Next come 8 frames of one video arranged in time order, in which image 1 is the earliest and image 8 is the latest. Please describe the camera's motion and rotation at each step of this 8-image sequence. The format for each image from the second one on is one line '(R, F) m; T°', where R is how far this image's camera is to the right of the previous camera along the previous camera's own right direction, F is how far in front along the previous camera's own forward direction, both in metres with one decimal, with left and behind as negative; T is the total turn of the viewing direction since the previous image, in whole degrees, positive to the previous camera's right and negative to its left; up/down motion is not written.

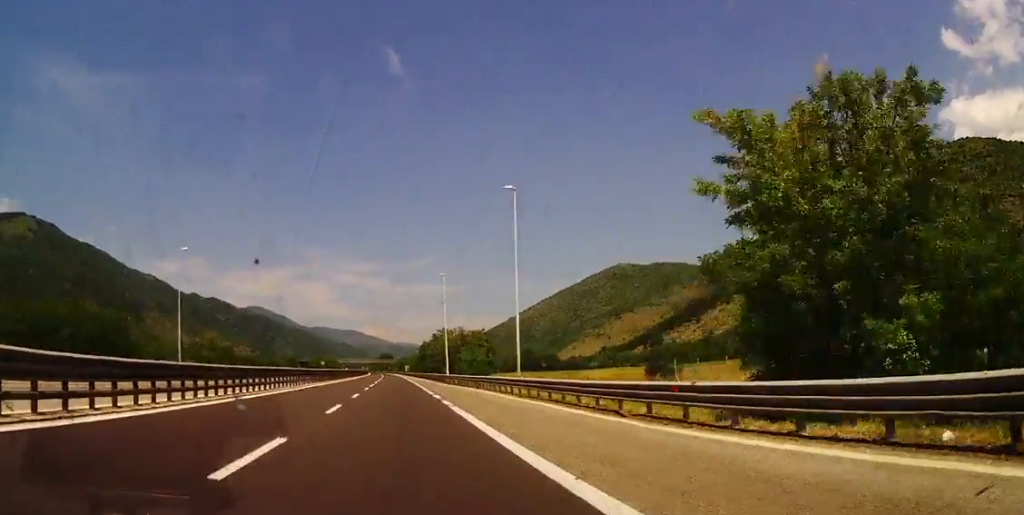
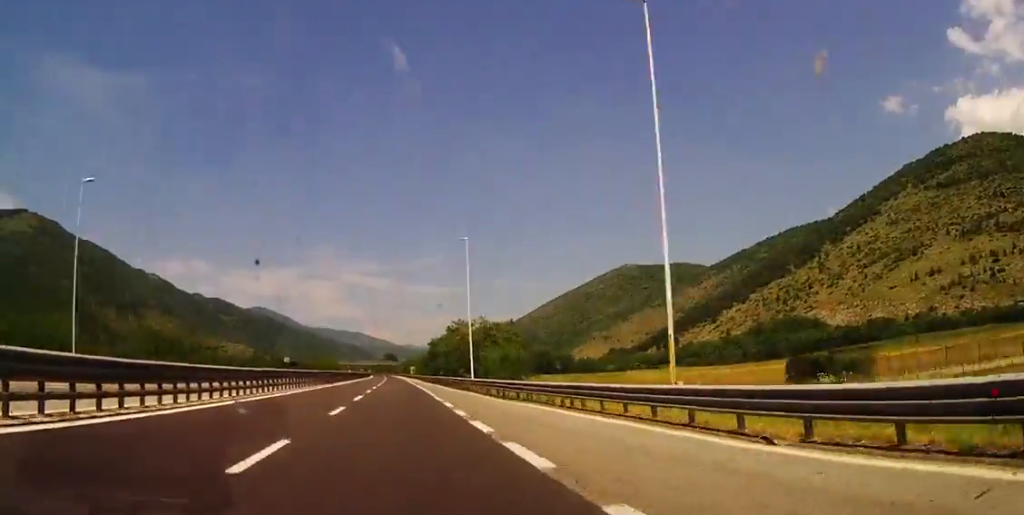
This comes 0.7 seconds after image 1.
(0.0, +22.2) m; 0°
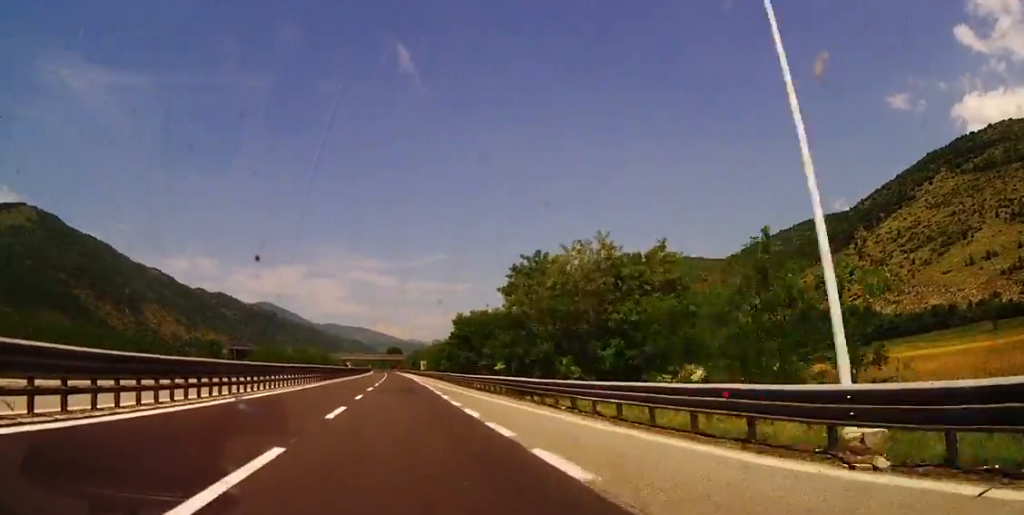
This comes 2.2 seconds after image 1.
(-0.2, +48.1) m; -2°
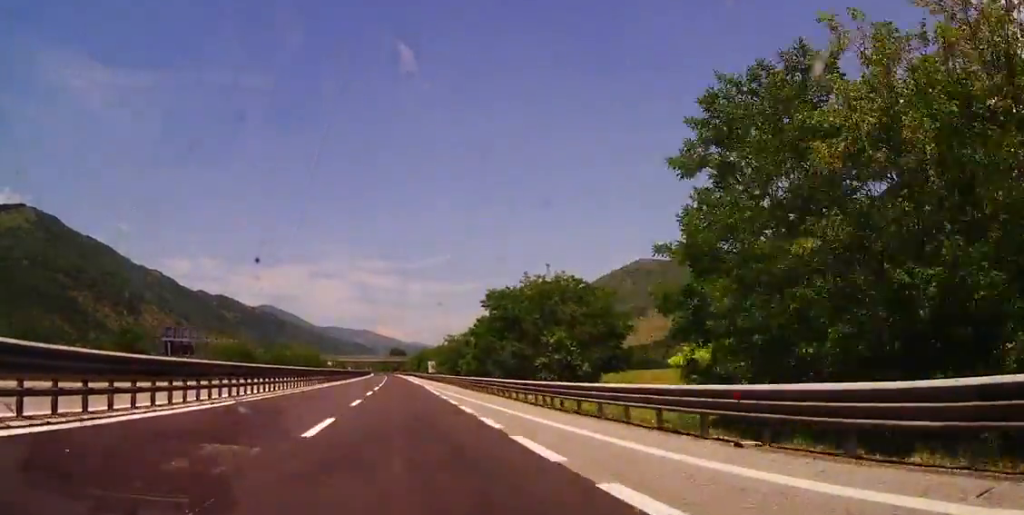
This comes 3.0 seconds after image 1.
(-0.2, +27.0) m; 0°
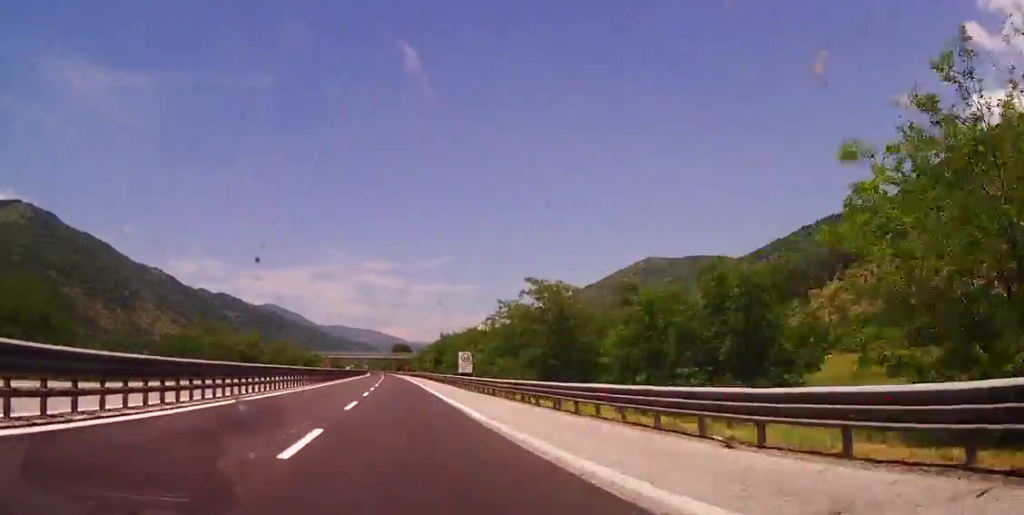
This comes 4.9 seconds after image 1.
(-0.1, +59.8) m; 0°
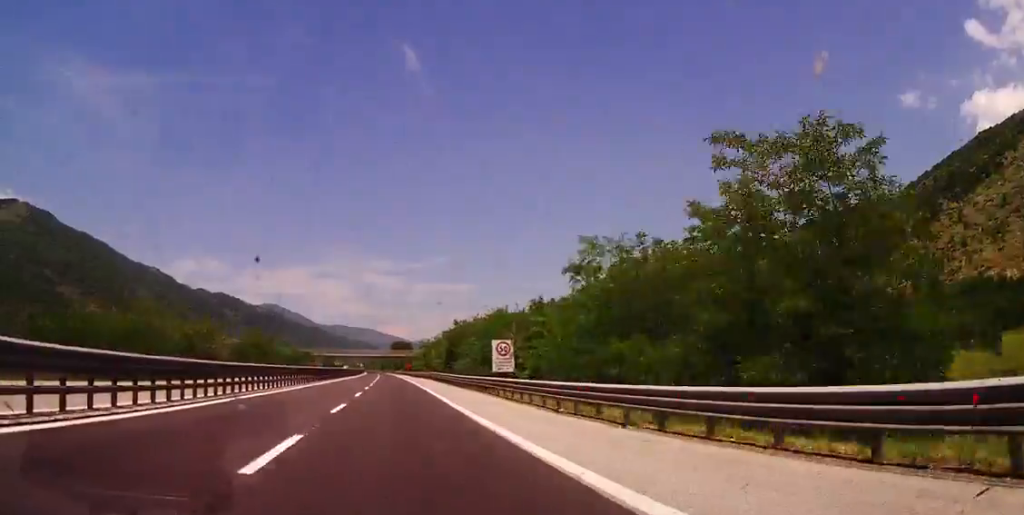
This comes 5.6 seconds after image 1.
(+0.1, +25.2) m; 0°
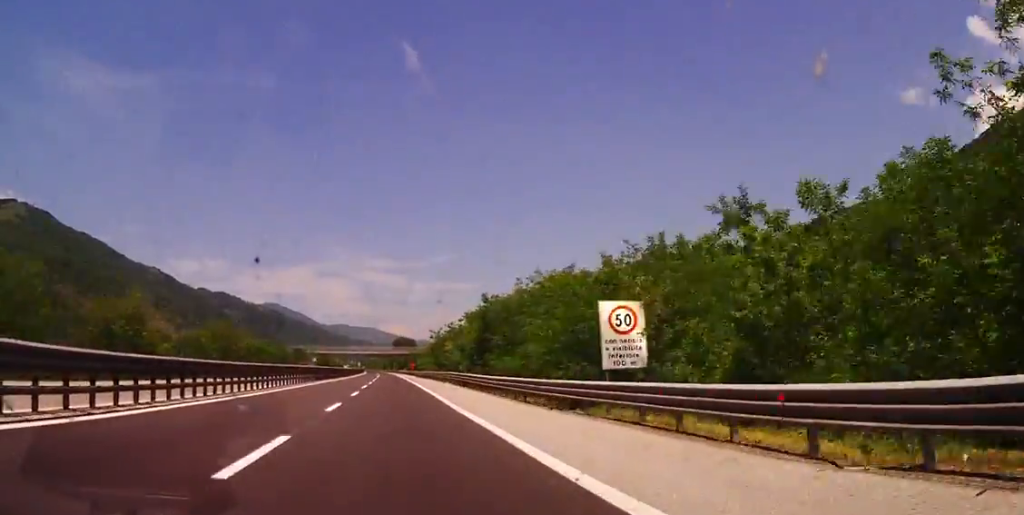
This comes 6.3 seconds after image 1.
(+0.4, +23.2) m; 0°
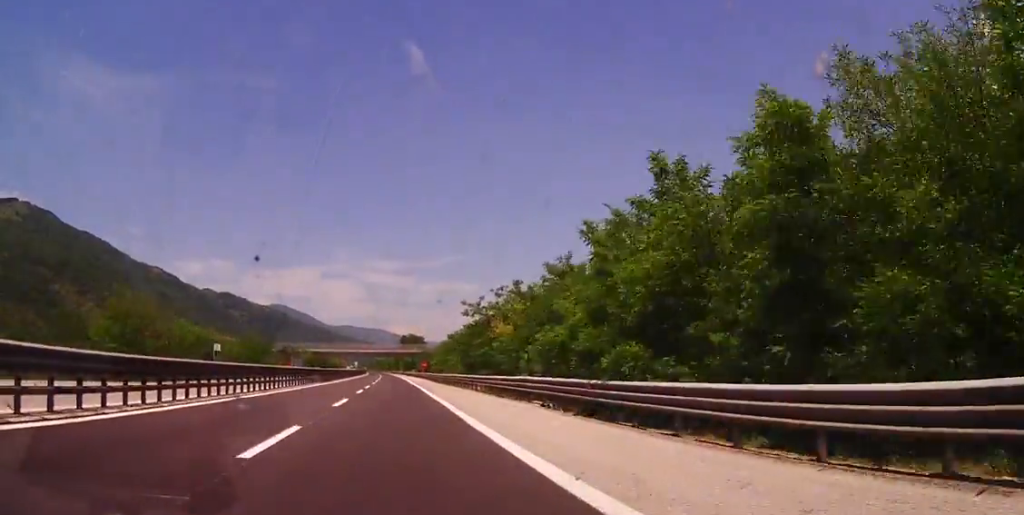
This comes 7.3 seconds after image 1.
(-0.7, +33.4) m; -1°
